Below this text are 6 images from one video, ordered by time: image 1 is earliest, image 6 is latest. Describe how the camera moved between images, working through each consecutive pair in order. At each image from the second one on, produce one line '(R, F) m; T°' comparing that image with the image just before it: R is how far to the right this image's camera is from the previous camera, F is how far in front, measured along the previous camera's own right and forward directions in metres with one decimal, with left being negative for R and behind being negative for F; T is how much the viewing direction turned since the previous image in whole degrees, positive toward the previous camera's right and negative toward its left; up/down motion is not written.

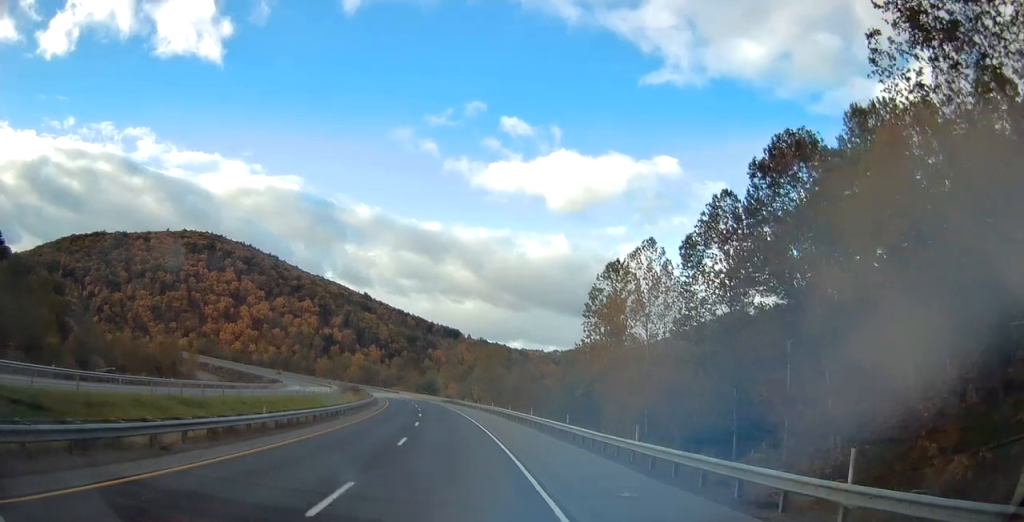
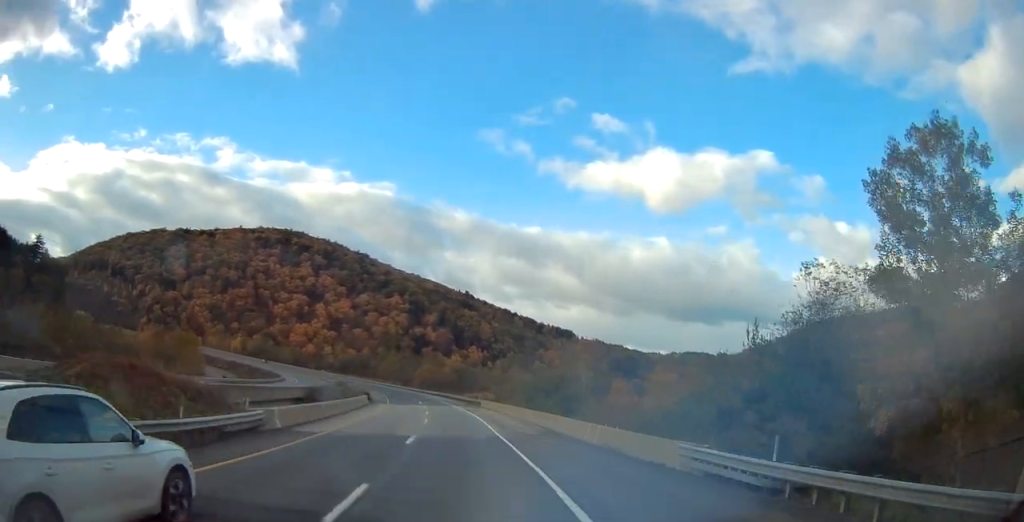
(-10.8, +97.7) m; -12°
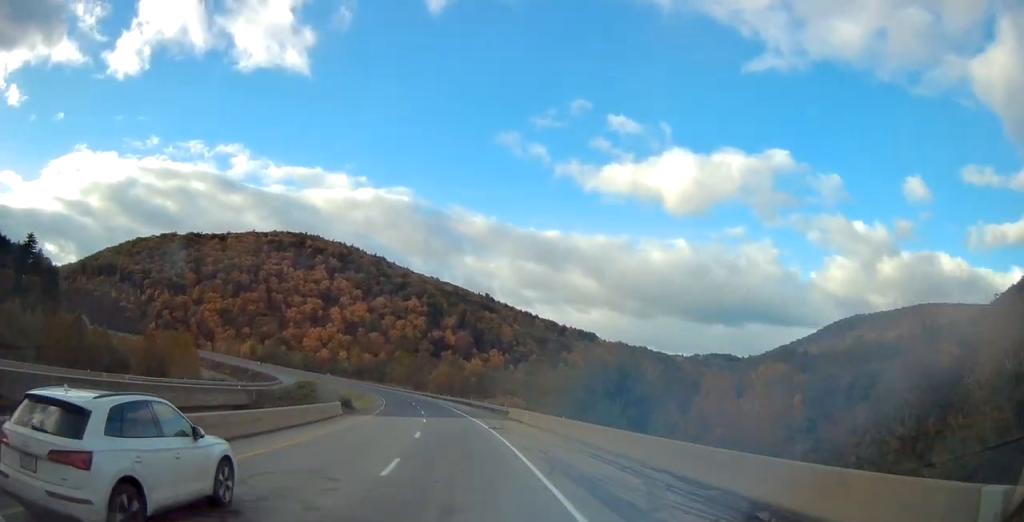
(-0.4, +20.4) m; -3°
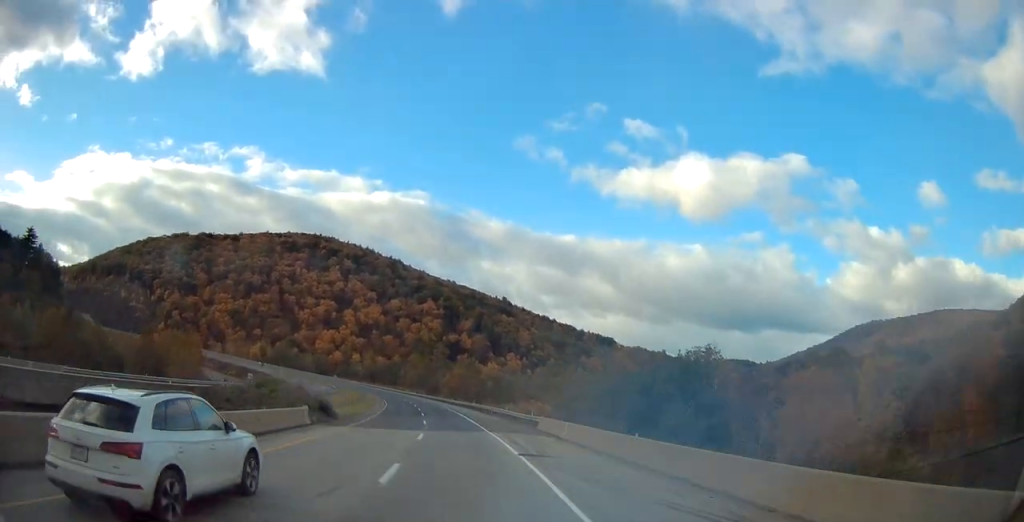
(-0.2, +11.7) m; -2°
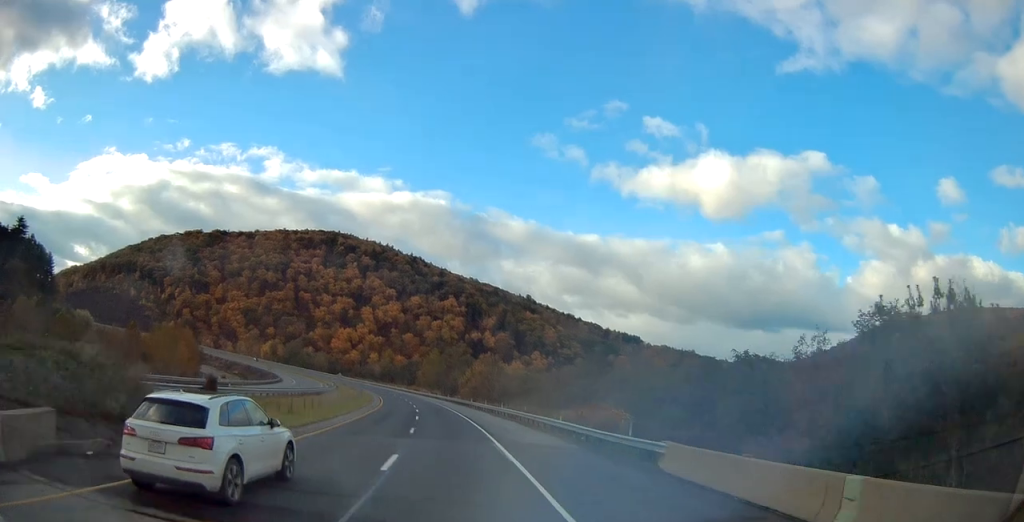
(-0.7, +22.5) m; -3°
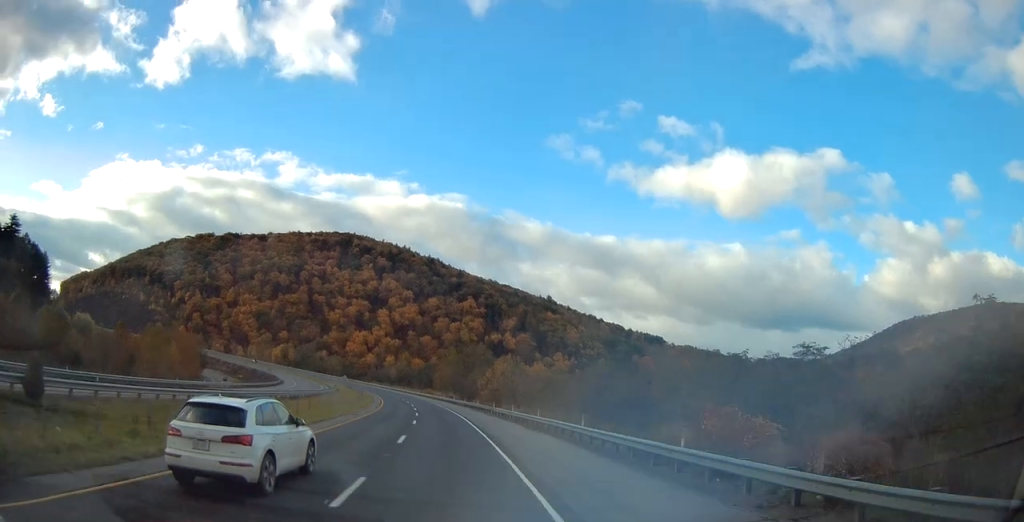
(-0.2, +16.7) m; -2°
